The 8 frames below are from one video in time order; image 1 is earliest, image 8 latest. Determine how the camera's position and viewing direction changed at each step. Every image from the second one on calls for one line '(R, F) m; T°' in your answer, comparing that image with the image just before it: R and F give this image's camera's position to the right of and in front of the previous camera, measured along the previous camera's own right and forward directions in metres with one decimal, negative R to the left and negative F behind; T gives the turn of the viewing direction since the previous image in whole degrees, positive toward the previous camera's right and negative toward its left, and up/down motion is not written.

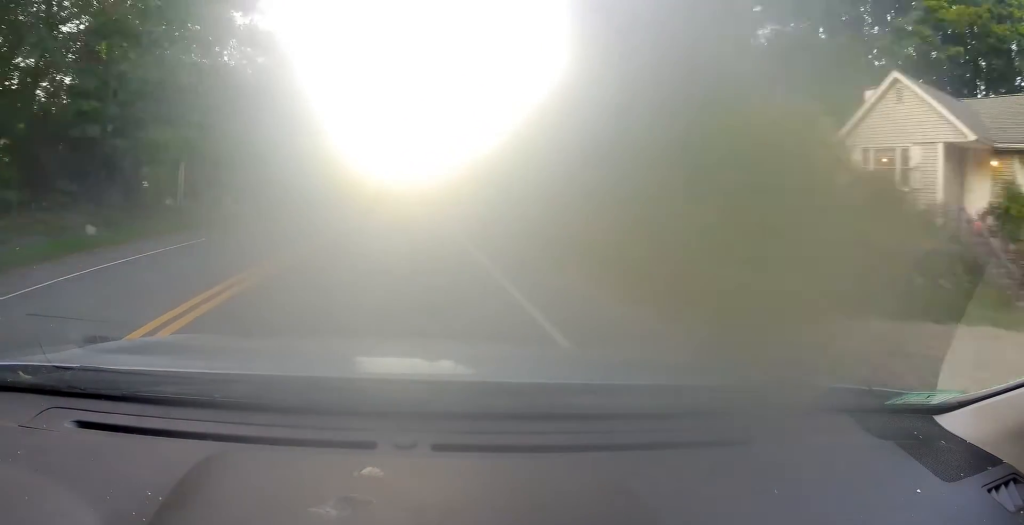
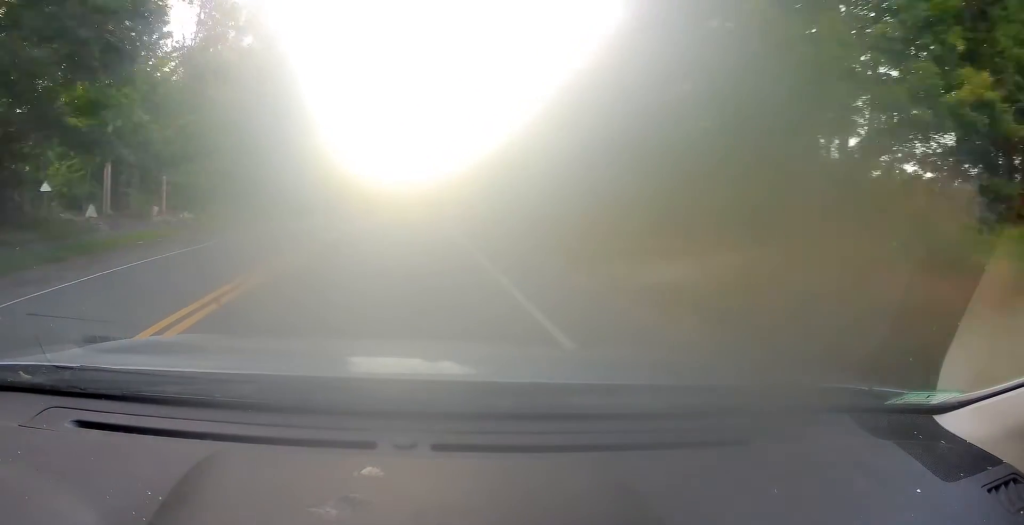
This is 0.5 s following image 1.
(0.0, +10.9) m; 0°
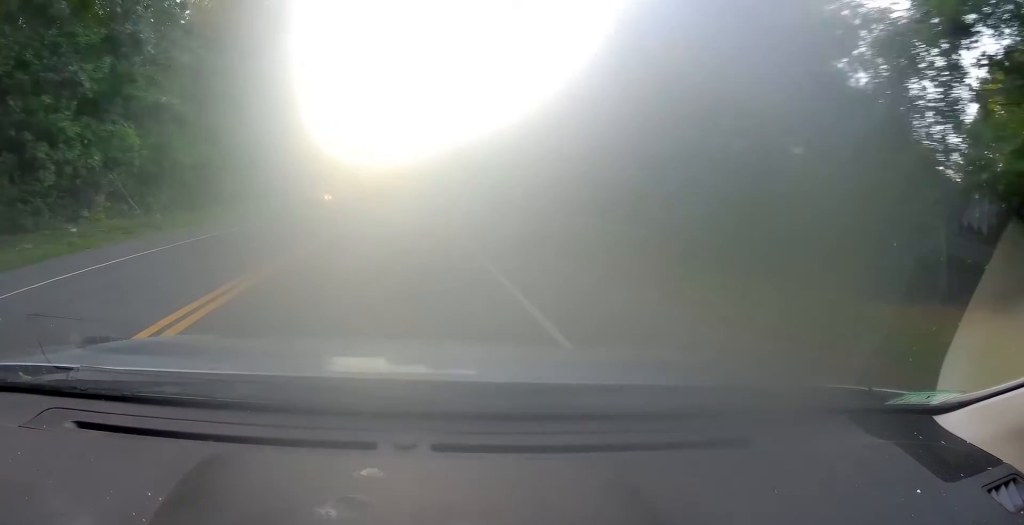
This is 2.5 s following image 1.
(0.0, +48.3) m; 0°
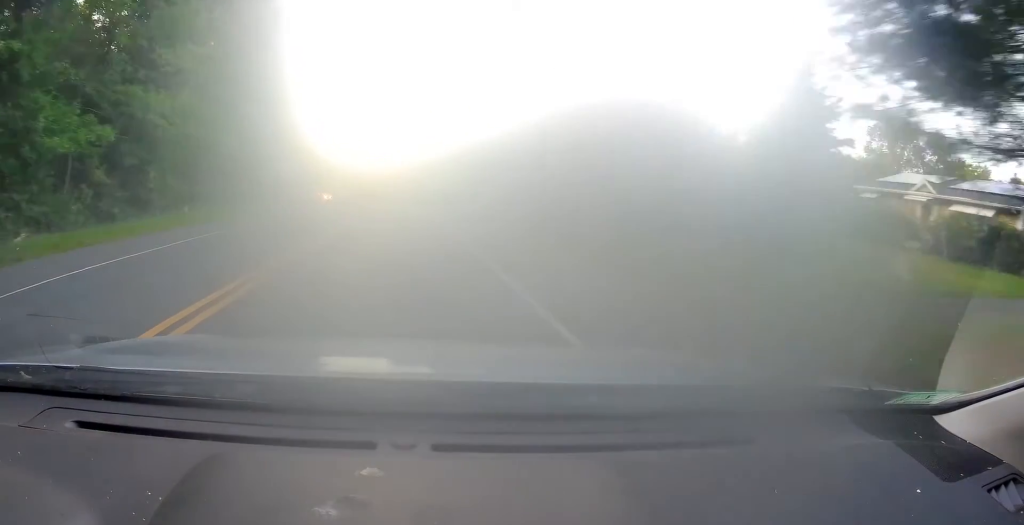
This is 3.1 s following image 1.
(+0.1, +12.4) m; -1°
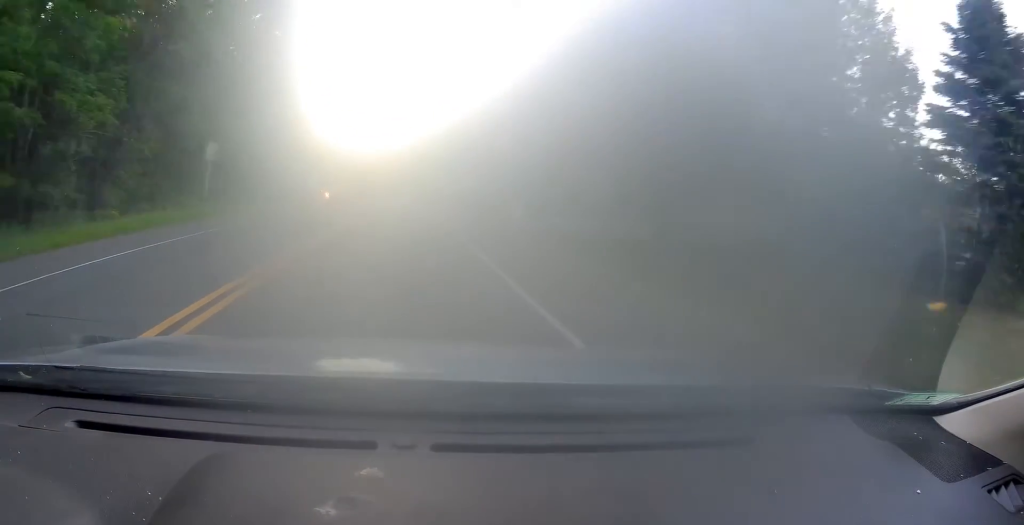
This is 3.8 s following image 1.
(-0.3, +17.1) m; -1°
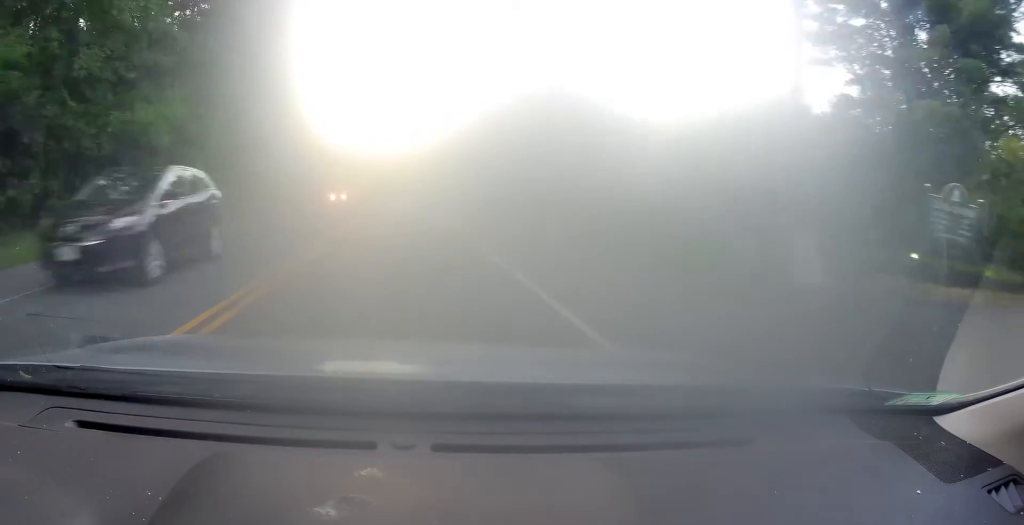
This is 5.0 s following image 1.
(-0.6, +27.0) m; -3°
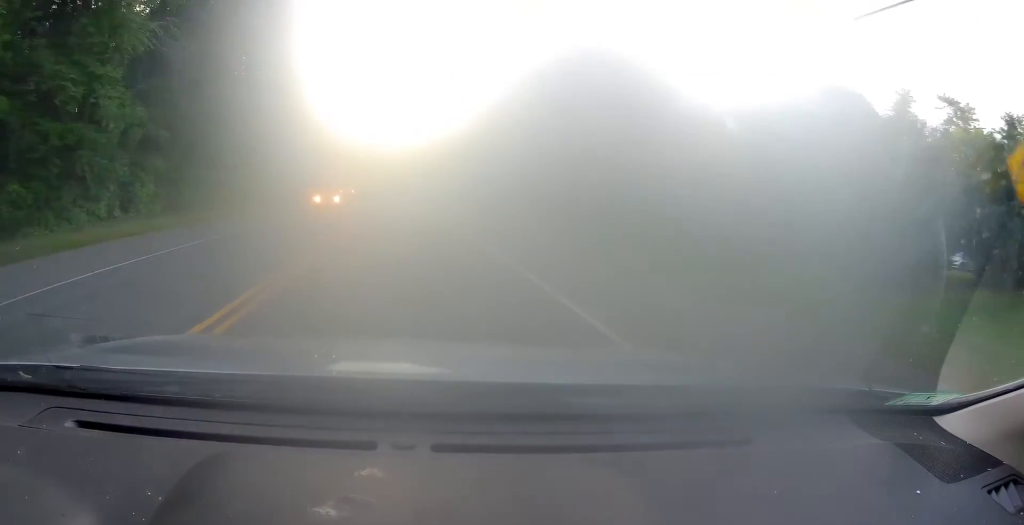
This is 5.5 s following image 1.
(-0.2, +13.1) m; -2°
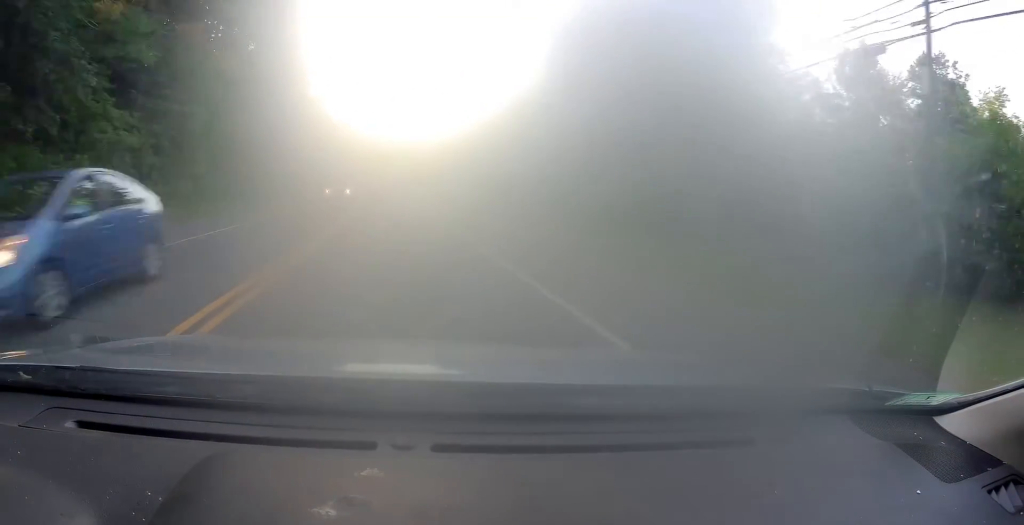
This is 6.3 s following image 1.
(-0.5, +17.7) m; -2°
